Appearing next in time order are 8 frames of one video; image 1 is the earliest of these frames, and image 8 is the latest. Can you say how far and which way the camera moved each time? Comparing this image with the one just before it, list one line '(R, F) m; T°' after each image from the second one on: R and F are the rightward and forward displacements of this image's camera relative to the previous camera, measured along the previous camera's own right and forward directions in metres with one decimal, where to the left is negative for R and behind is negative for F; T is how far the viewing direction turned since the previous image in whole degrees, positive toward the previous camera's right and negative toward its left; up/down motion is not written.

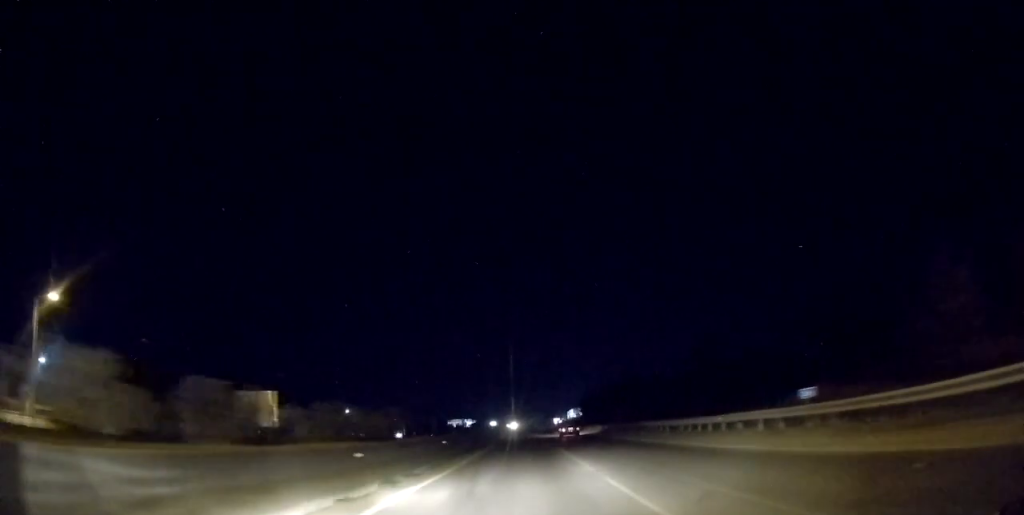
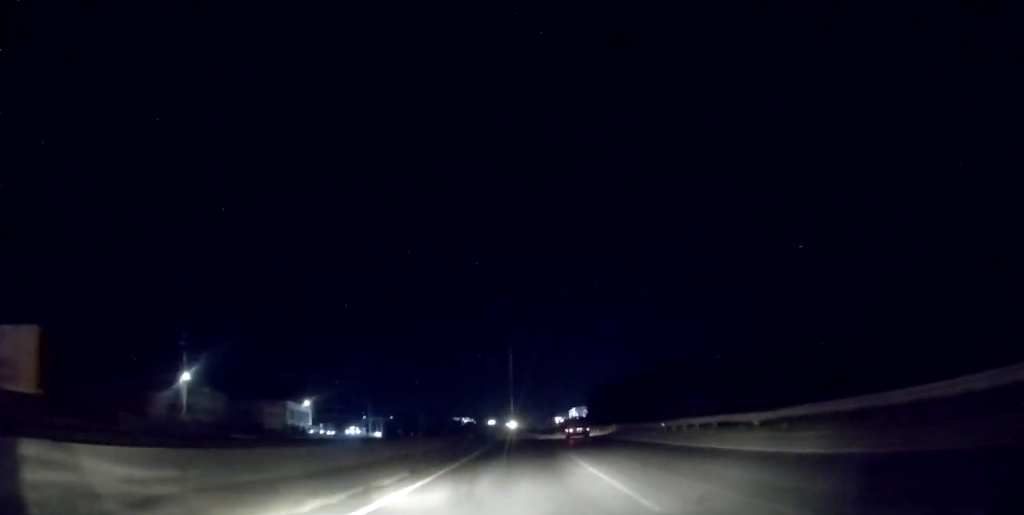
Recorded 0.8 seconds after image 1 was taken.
(0.0, +24.8) m; 0°
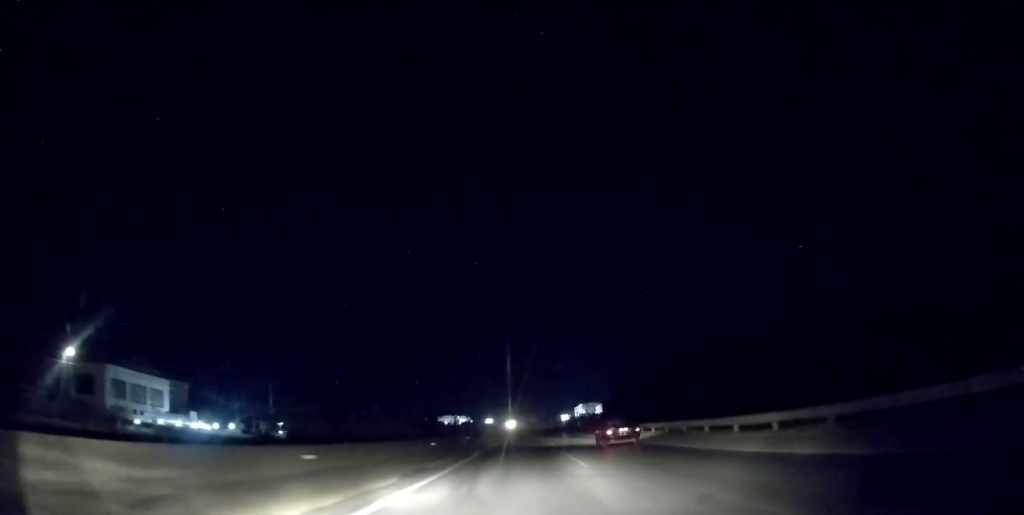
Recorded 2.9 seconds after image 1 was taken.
(0.0, +62.9) m; 0°
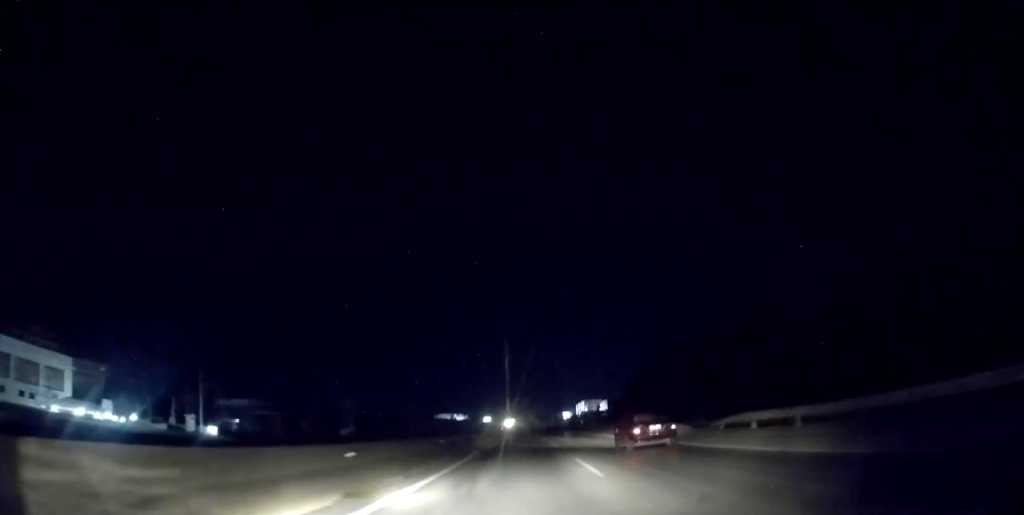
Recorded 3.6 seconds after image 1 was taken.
(-0.3, +22.2) m; 0°
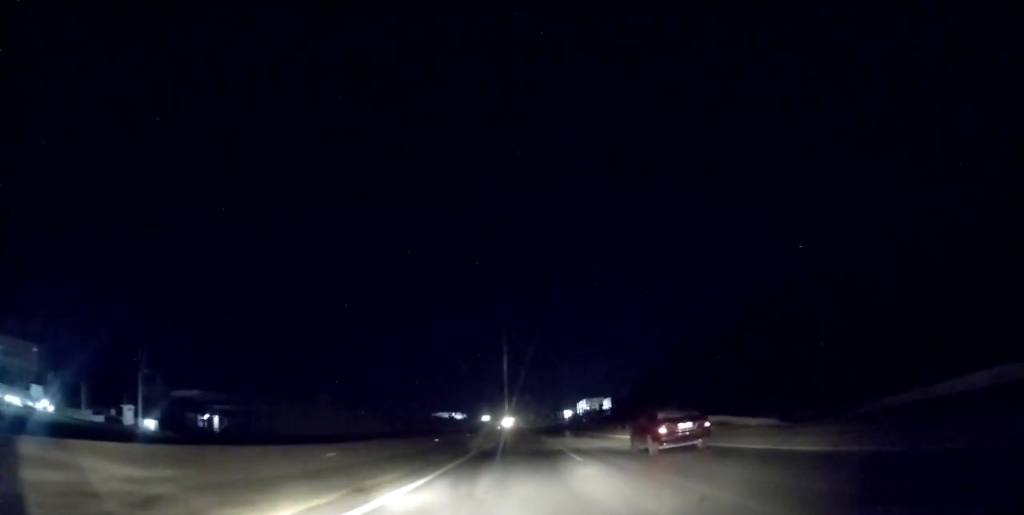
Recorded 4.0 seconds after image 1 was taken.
(-0.1, +13.4) m; 0°
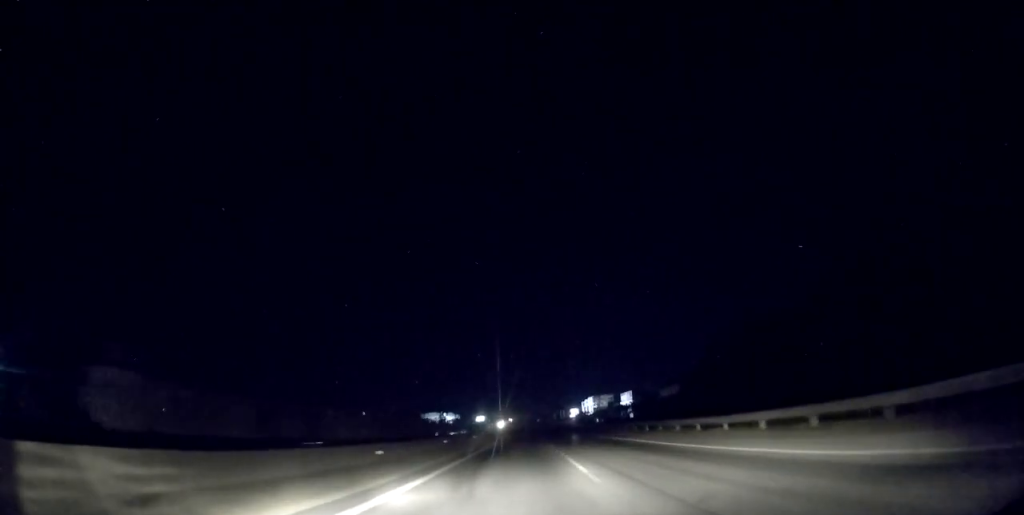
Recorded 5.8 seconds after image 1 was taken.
(+0.7, +56.9) m; 0°
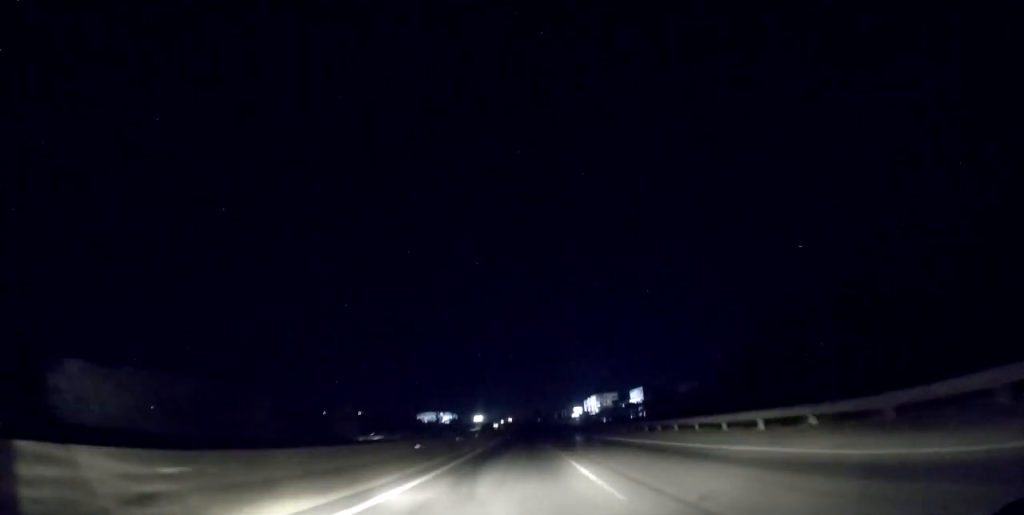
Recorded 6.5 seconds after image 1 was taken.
(-0.1, +20.3) m; 0°
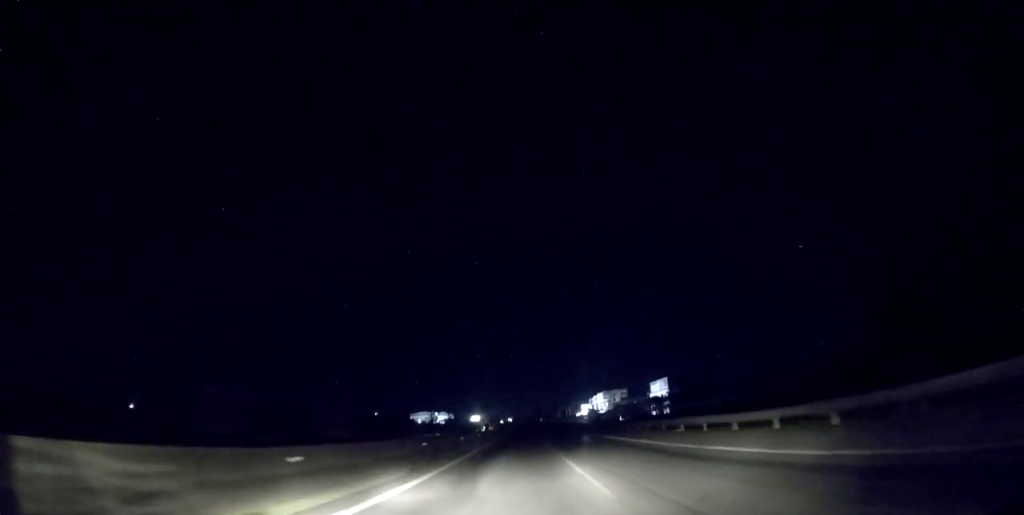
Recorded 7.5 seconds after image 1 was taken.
(0.0, +33.9) m; 0°
